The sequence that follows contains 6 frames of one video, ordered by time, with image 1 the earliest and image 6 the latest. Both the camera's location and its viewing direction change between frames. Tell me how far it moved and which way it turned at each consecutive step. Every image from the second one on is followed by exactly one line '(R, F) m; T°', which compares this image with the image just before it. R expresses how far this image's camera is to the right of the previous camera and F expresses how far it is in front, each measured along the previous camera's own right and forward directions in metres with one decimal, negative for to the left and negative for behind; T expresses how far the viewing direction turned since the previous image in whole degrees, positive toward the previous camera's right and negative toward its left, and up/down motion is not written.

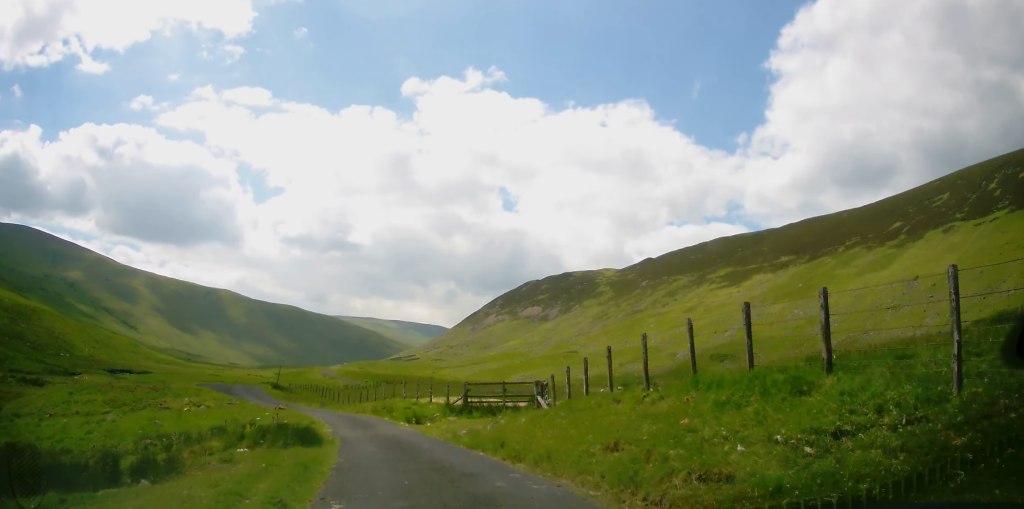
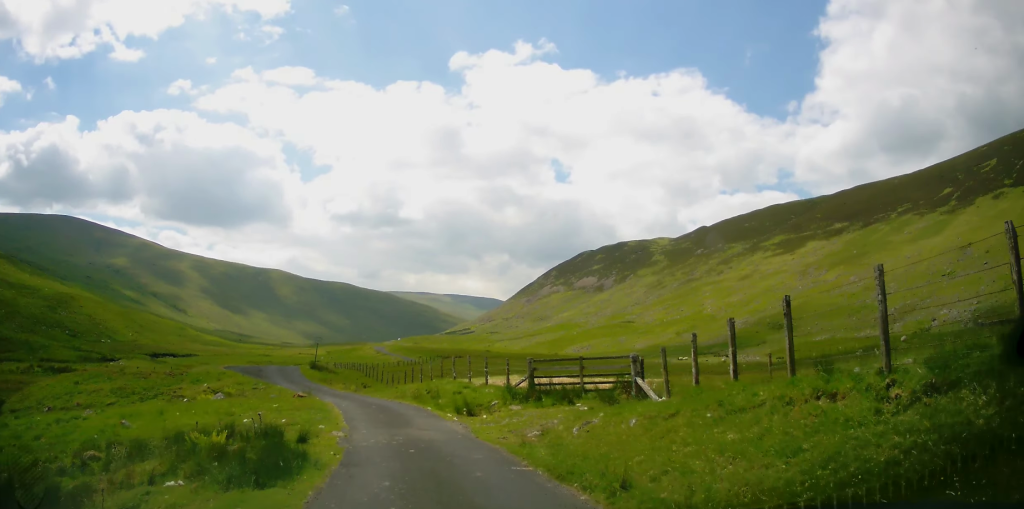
(-0.2, +5.2) m; -6°
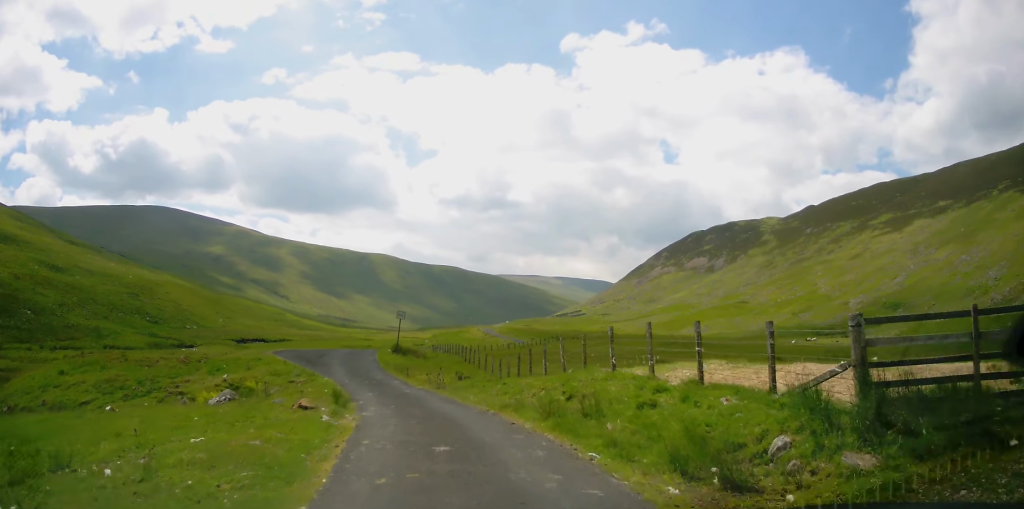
(-1.7, +11.4) m; -14°
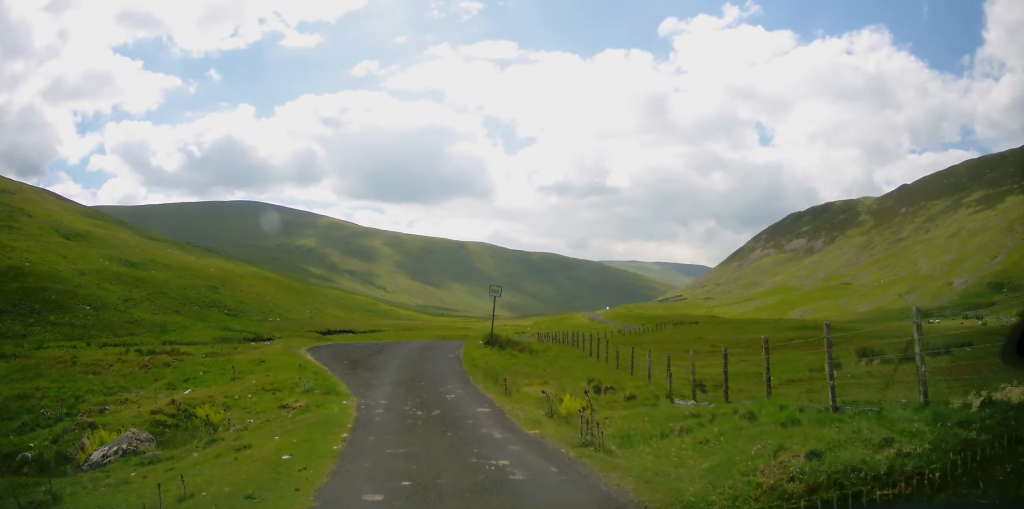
(-0.5, +10.6) m; -7°
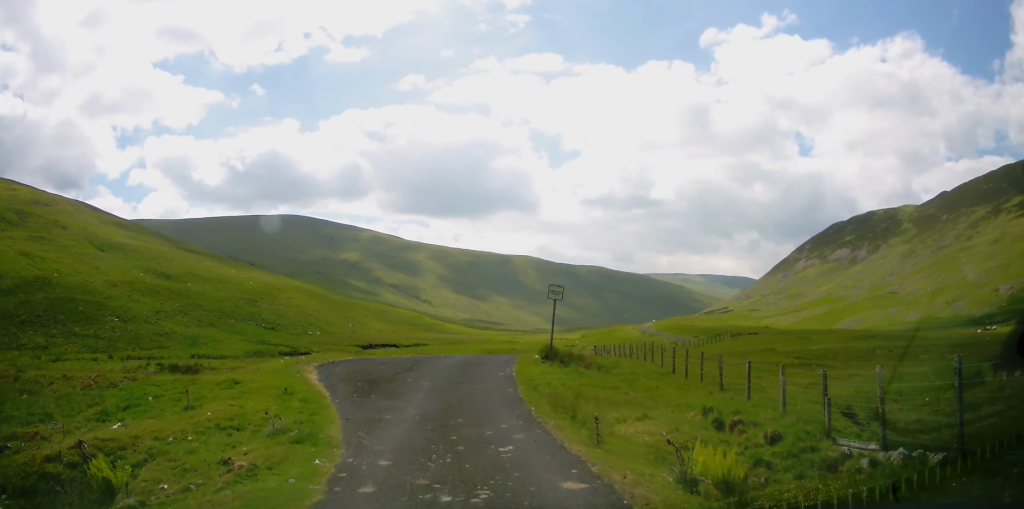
(-0.3, +4.6) m; -3°
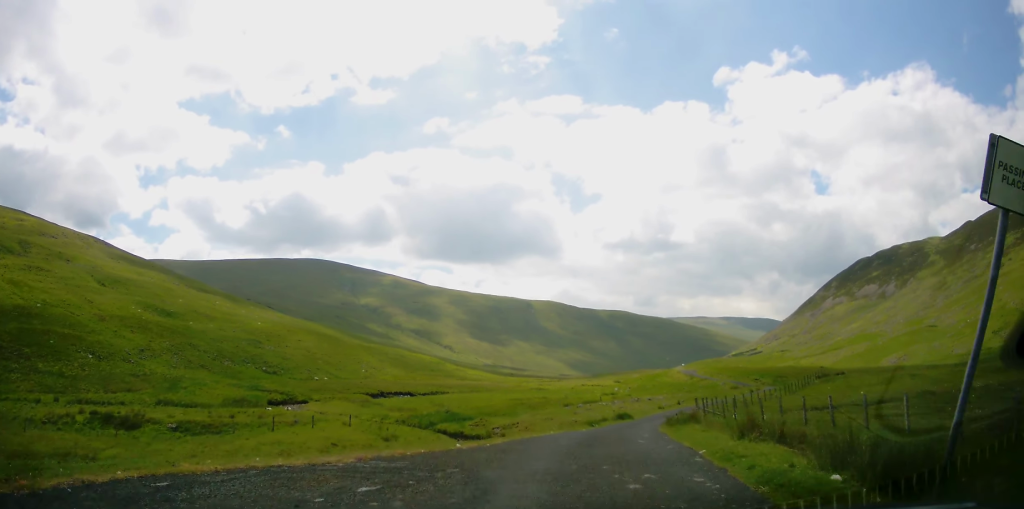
(-0.8, +15.2) m; -3°
